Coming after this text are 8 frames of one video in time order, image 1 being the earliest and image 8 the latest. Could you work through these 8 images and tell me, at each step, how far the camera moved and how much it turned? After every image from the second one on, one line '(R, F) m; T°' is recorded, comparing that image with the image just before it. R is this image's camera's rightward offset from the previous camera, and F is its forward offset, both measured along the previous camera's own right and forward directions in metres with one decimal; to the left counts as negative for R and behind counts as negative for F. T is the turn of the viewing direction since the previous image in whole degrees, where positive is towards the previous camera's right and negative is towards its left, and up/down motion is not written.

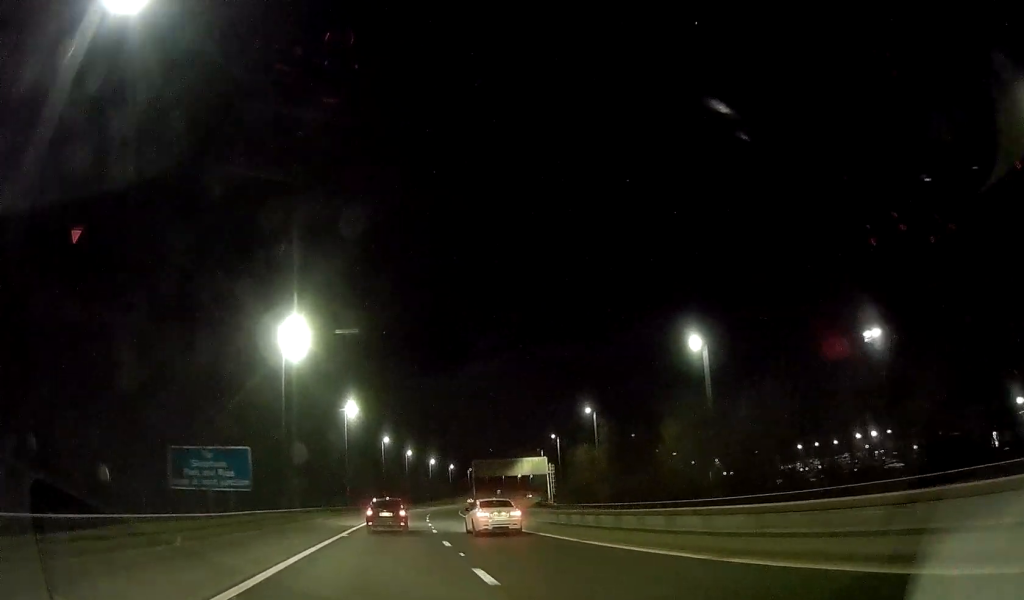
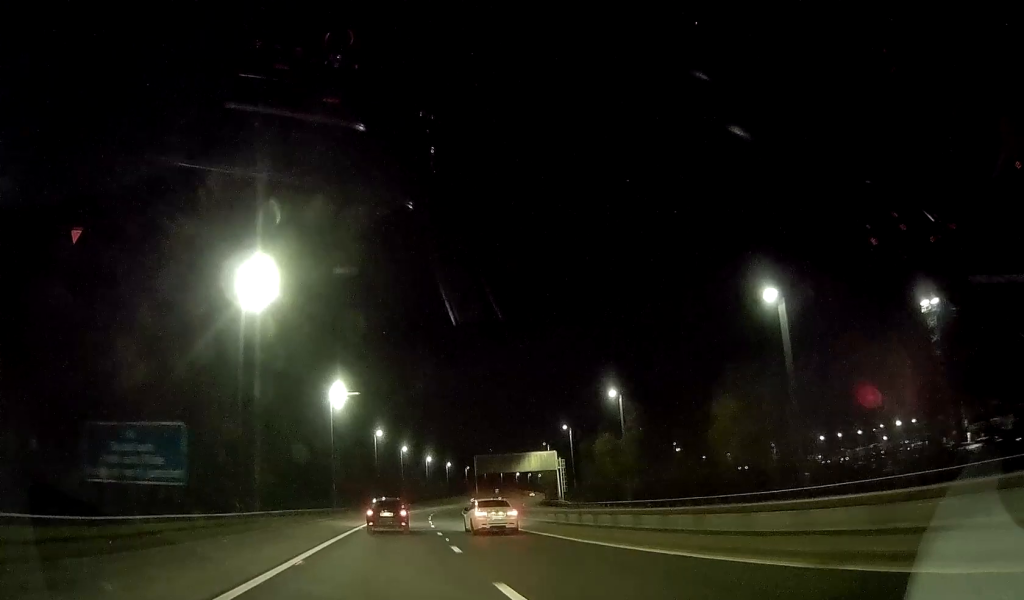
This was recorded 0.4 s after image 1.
(-0.1, +11.6) m; 0°
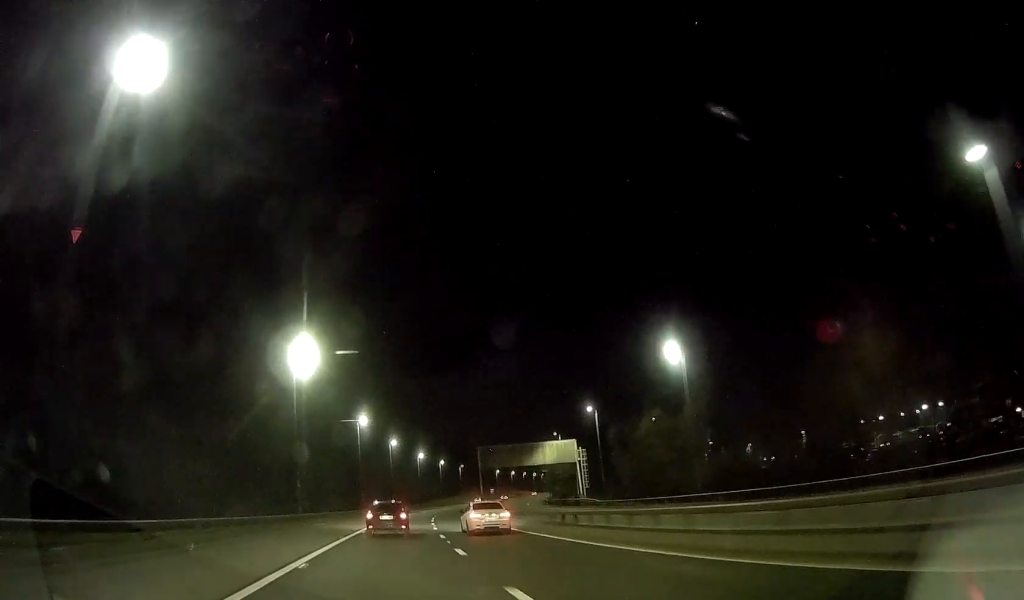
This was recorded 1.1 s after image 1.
(+0.2, +18.7) m; +1°
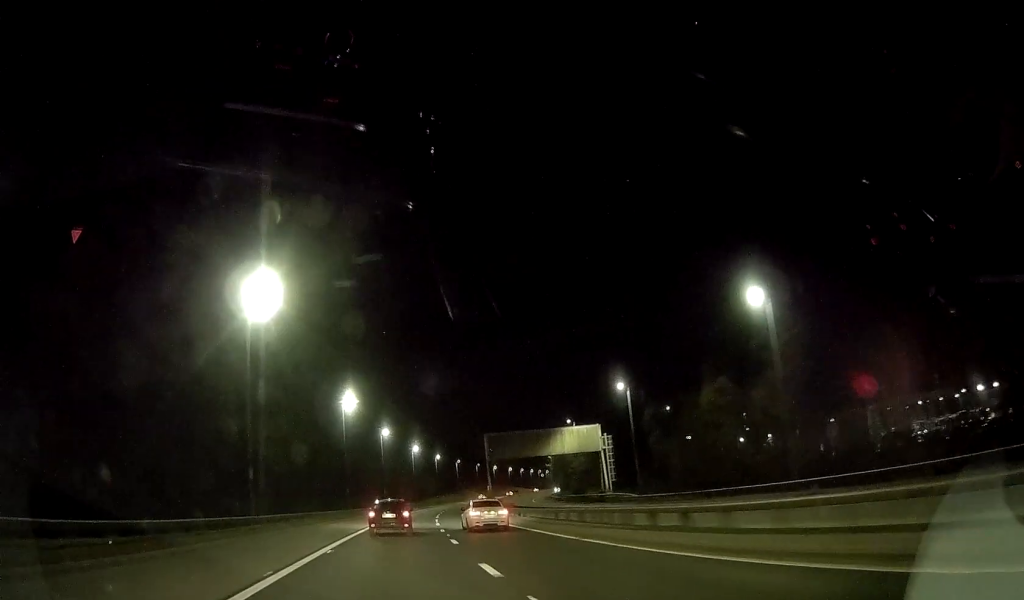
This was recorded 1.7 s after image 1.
(+0.1, +14.2) m; +1°
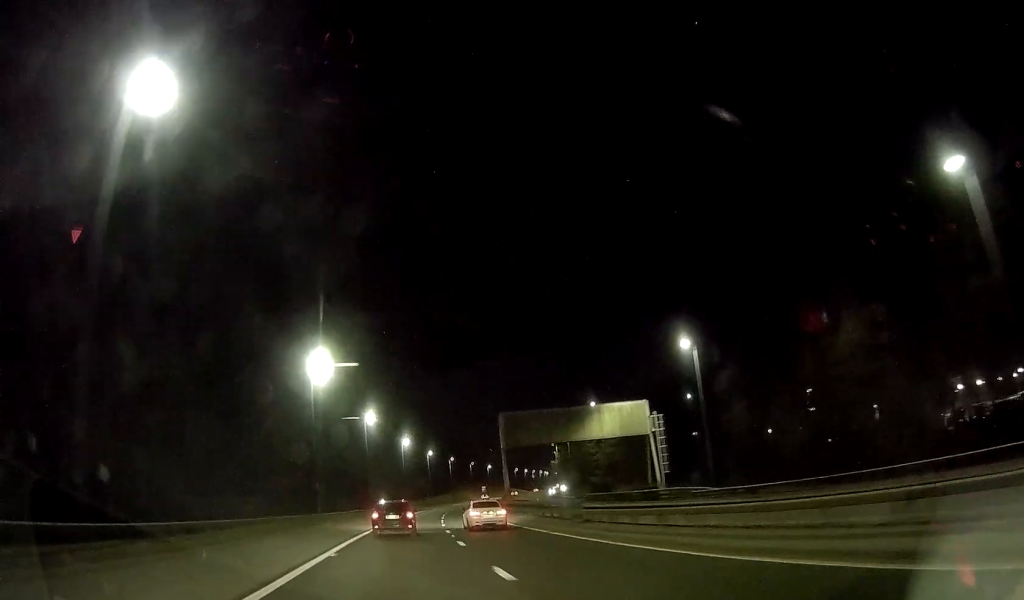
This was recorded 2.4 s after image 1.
(0.0, +18.7) m; +1°
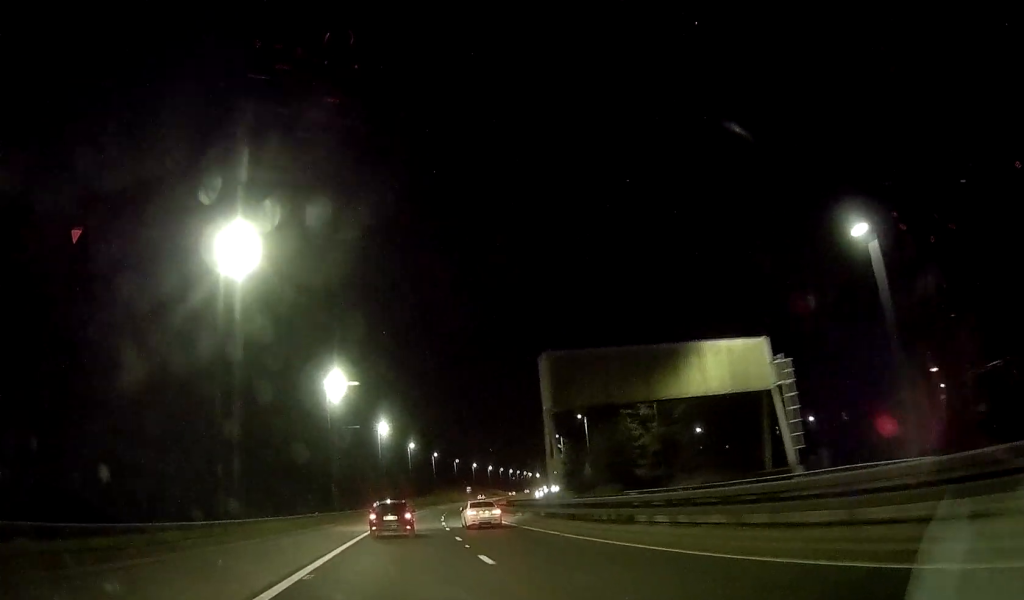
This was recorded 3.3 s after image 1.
(+0.3, +24.2) m; +2°
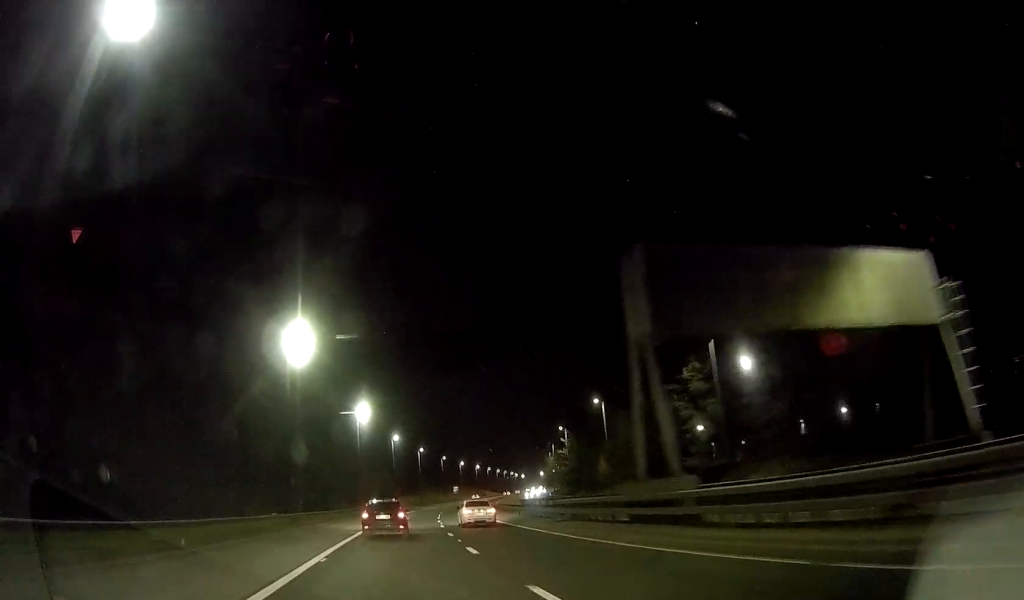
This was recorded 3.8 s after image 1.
(+0.2, +15.4) m; +1°
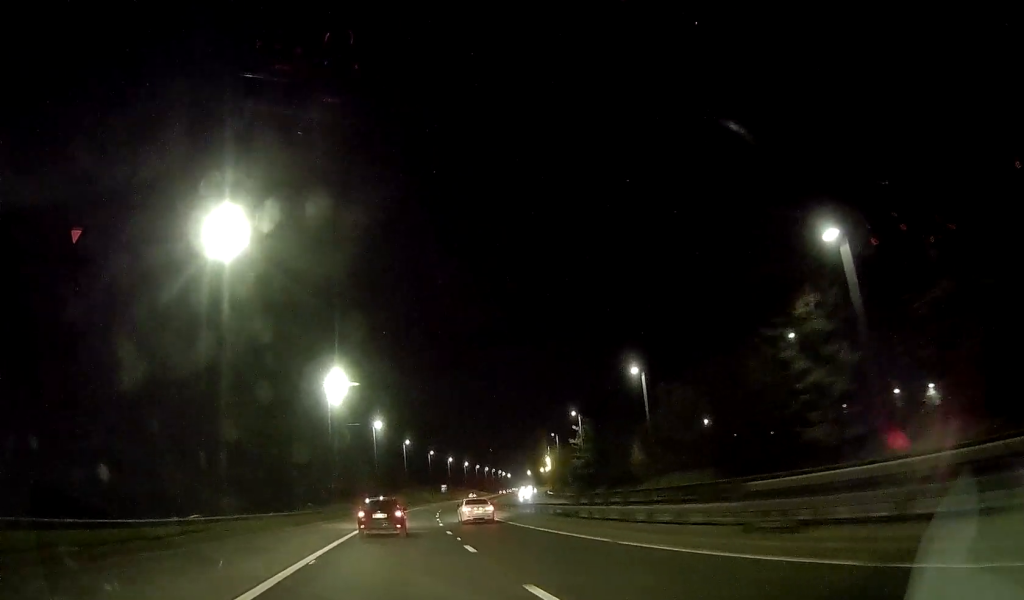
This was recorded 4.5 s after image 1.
(+0.2, +18.2) m; +2°
